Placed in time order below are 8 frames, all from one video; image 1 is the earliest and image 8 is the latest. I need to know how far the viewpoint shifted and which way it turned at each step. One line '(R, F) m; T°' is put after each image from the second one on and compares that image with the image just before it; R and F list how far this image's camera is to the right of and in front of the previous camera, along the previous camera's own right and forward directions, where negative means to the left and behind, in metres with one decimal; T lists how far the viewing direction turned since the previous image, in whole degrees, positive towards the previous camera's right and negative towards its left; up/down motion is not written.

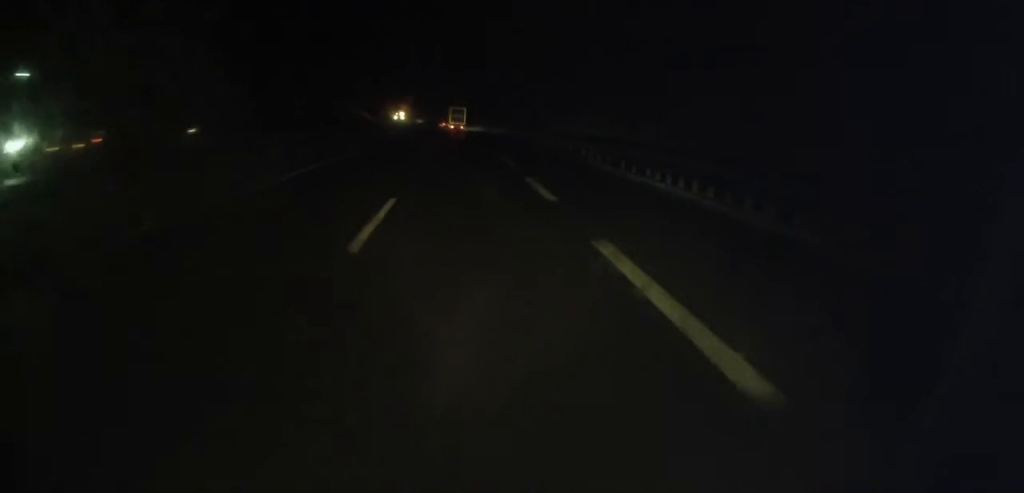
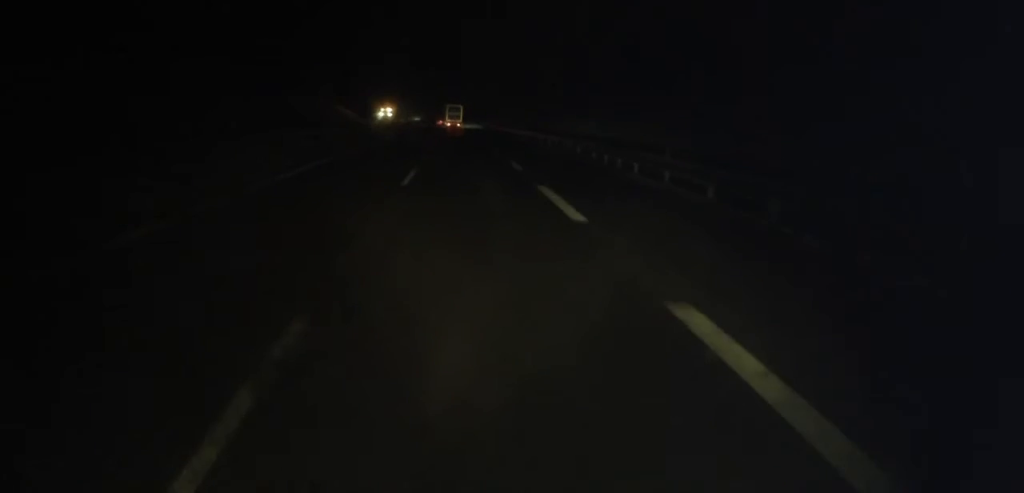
(0.0, +26.4) m; +1°
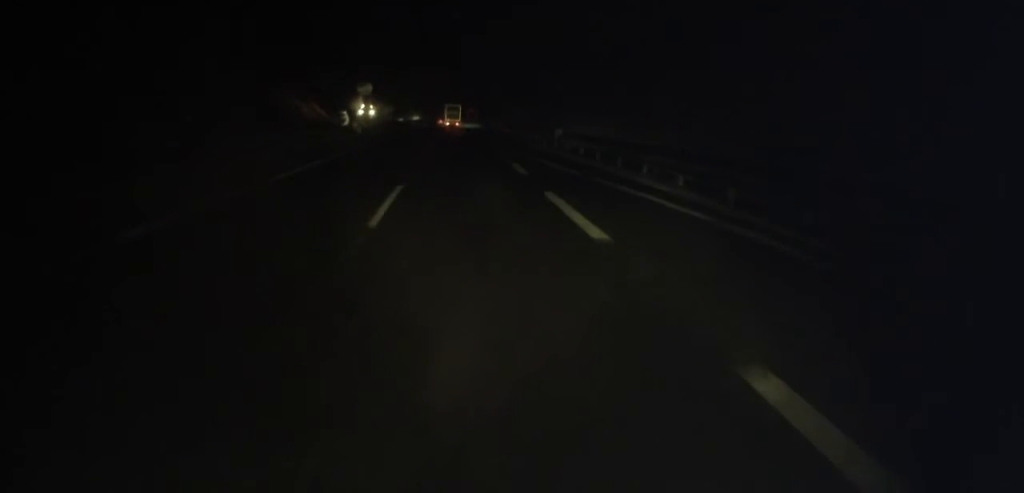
(+0.4, +24.5) m; +1°
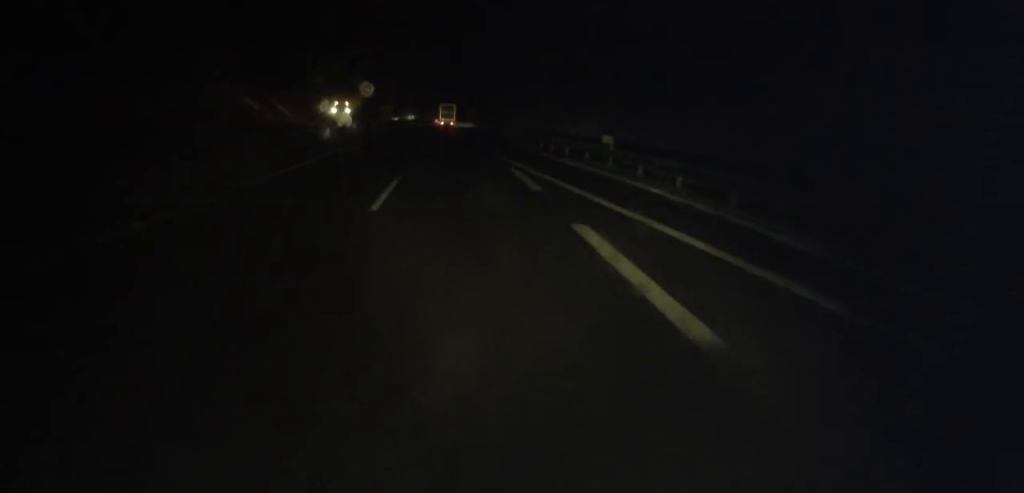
(0.0, +15.9) m; 0°
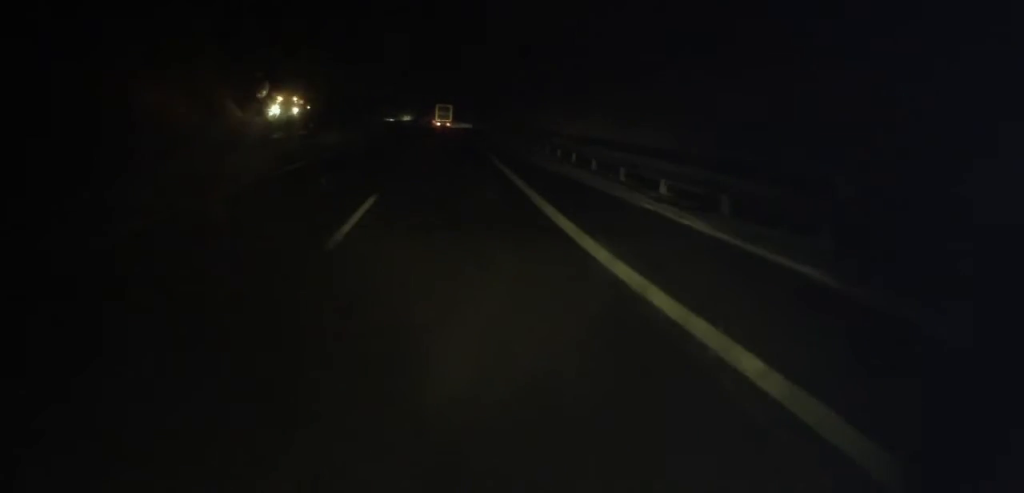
(0.0, +20.6) m; 0°
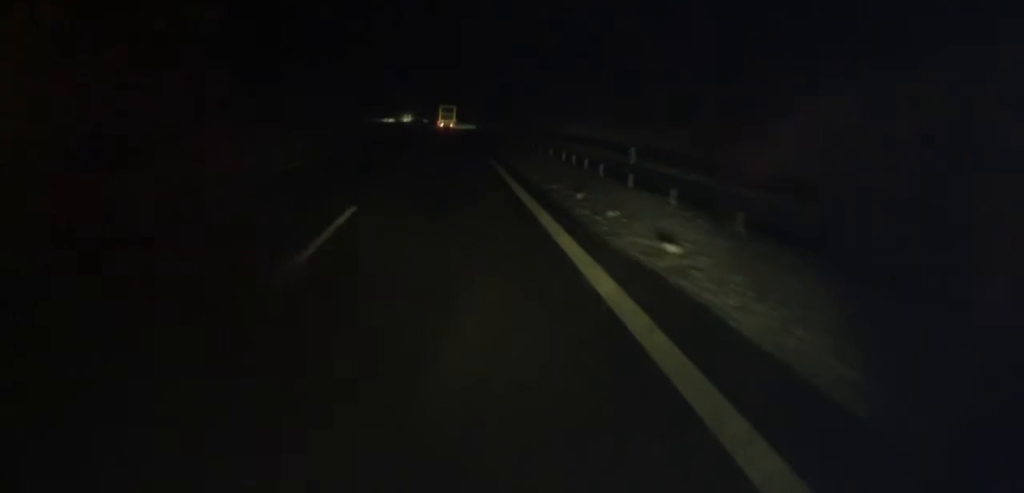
(-0.4, +37.0) m; -1°
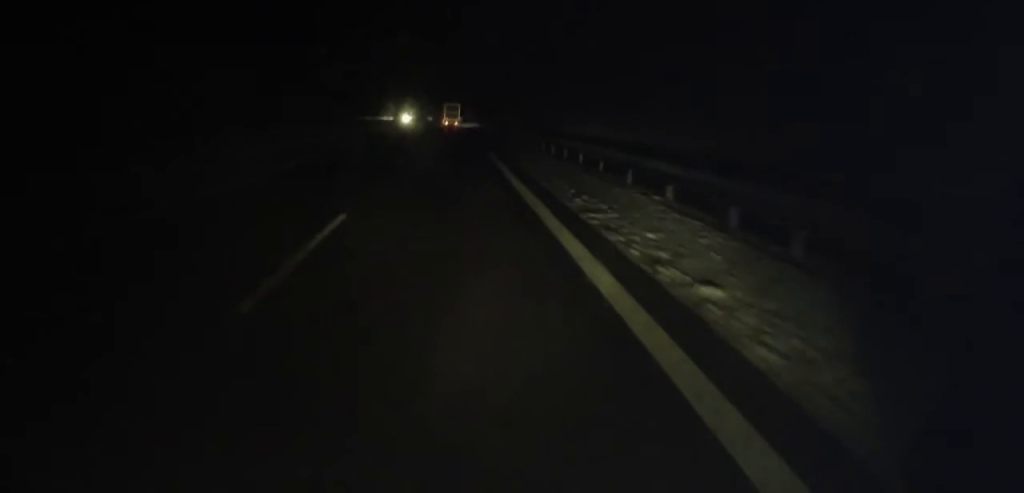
(-0.1, +19.2) m; -1°
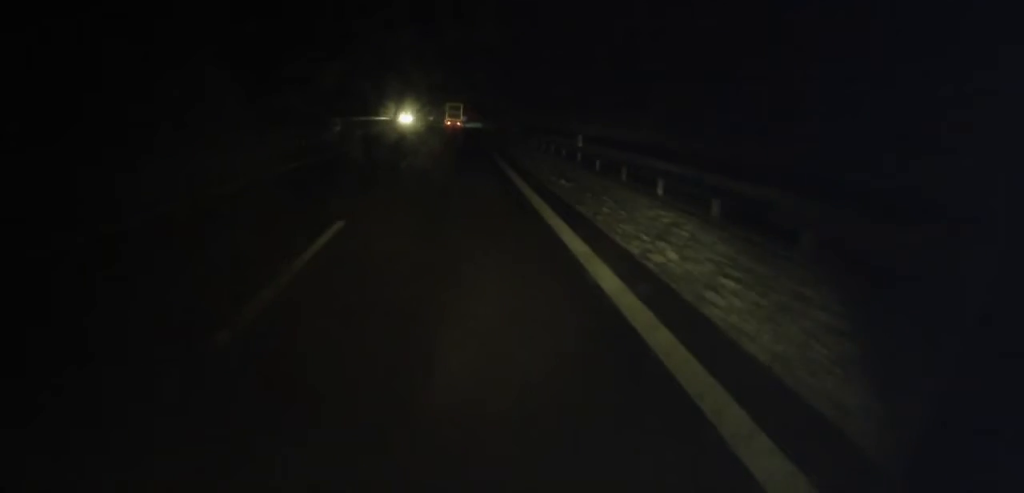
(0.0, +18.6) m; -1°
